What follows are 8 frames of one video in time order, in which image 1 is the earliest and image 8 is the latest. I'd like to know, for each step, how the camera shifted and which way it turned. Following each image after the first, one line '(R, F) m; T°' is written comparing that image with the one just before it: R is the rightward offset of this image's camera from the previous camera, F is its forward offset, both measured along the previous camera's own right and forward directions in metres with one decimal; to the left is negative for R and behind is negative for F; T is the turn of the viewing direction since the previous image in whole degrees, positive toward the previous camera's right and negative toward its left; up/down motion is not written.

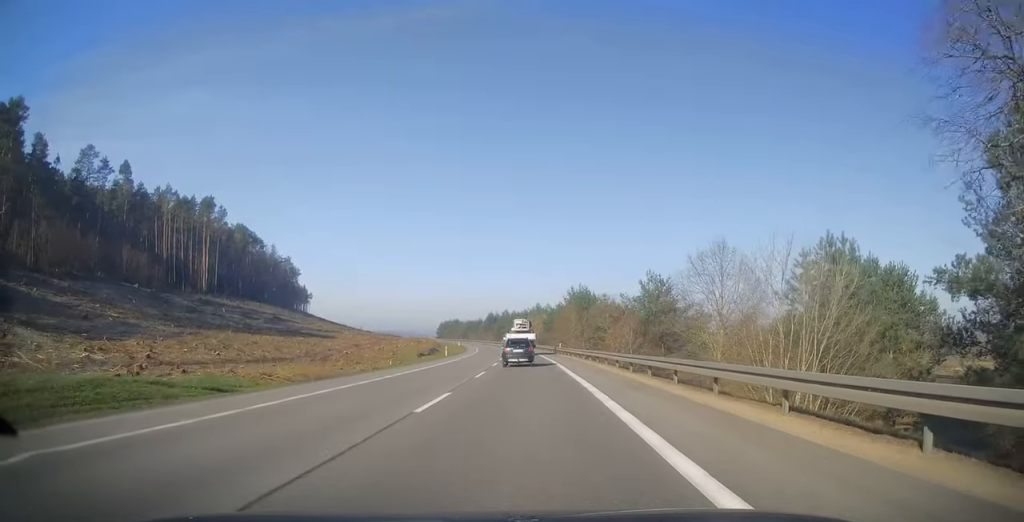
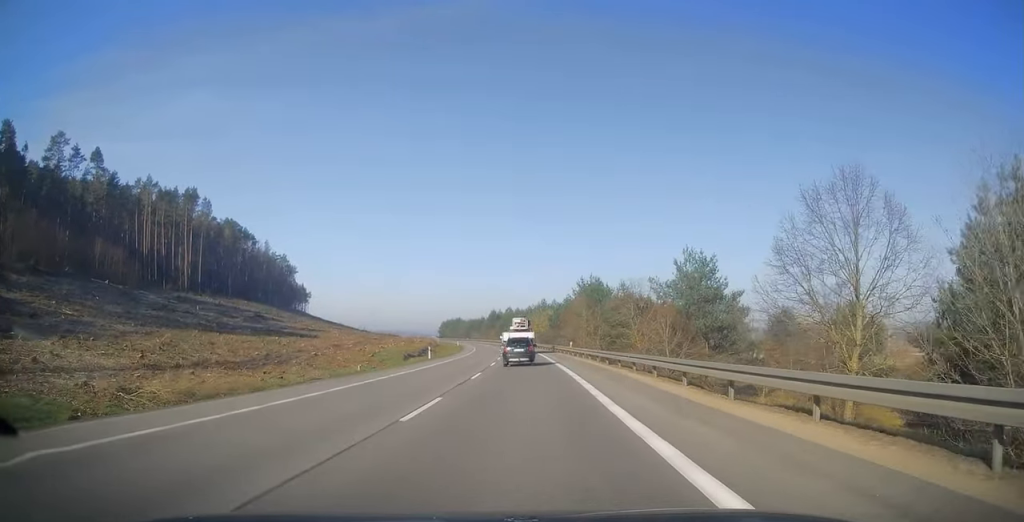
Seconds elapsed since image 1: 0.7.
(-0.3, +13.2) m; 0°
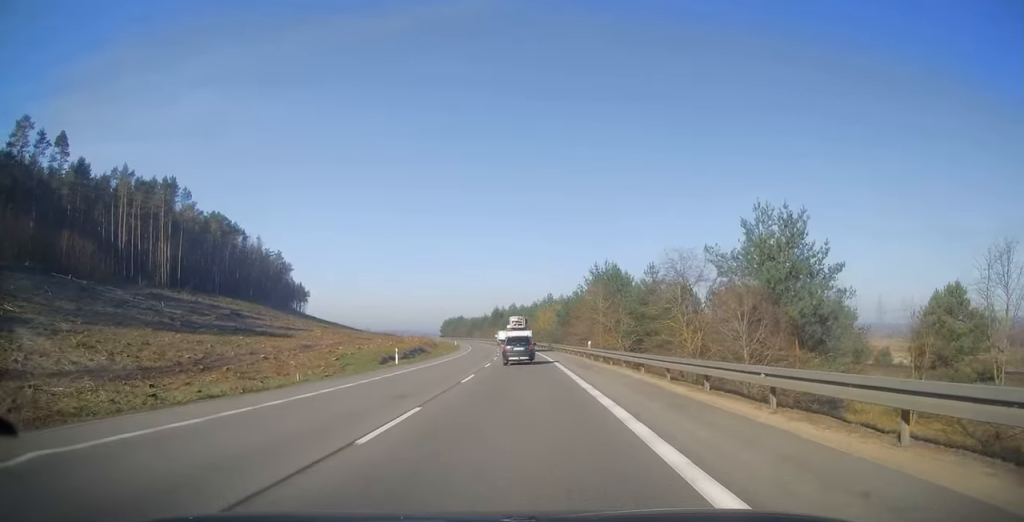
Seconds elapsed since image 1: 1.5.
(+0.3, +14.4) m; 0°
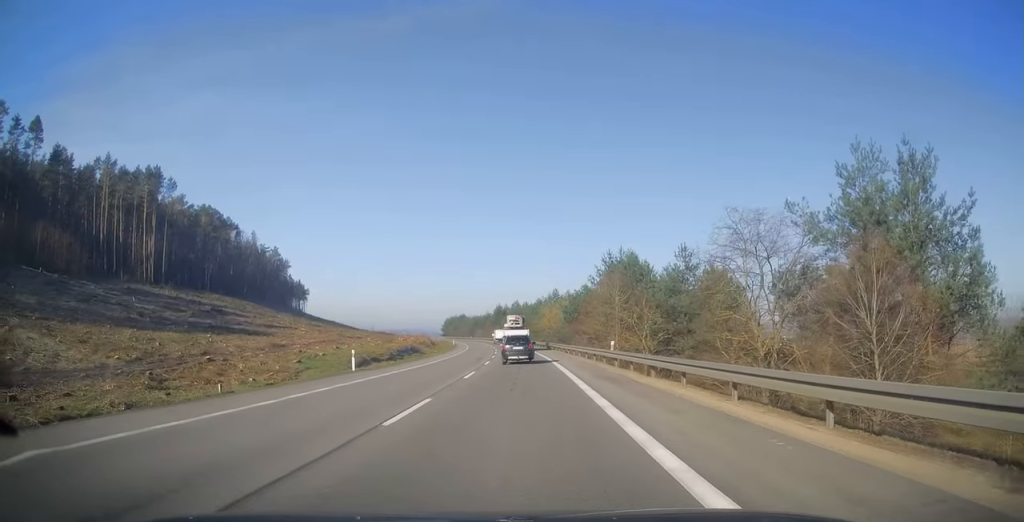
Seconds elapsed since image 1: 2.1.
(-0.1, +10.3) m; -1°
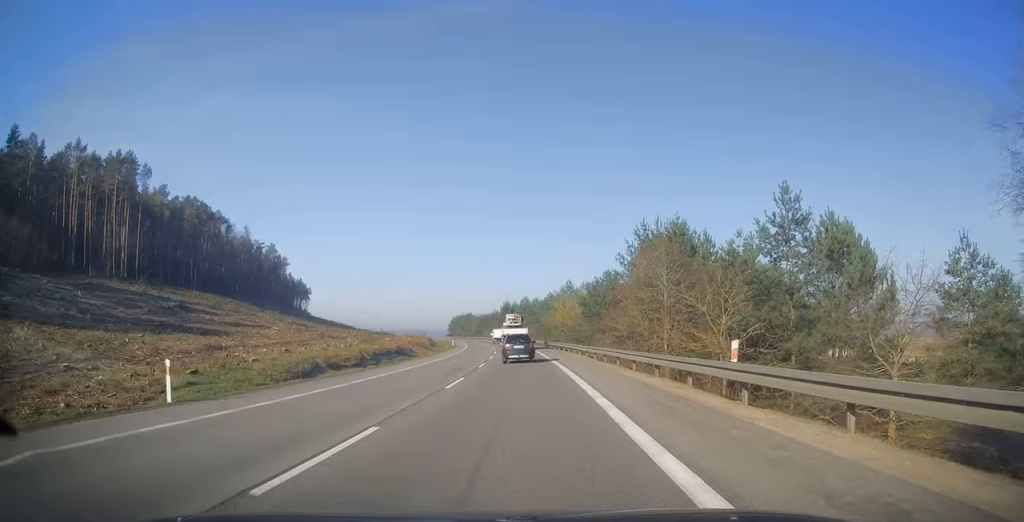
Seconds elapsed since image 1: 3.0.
(-0.3, +16.7) m; -2°
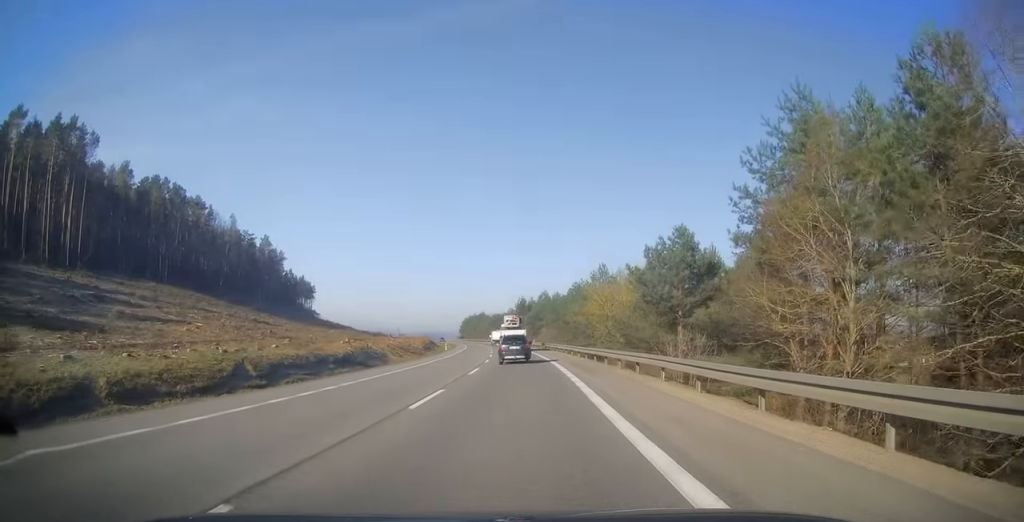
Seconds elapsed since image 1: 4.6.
(-0.5, +28.9) m; -1°
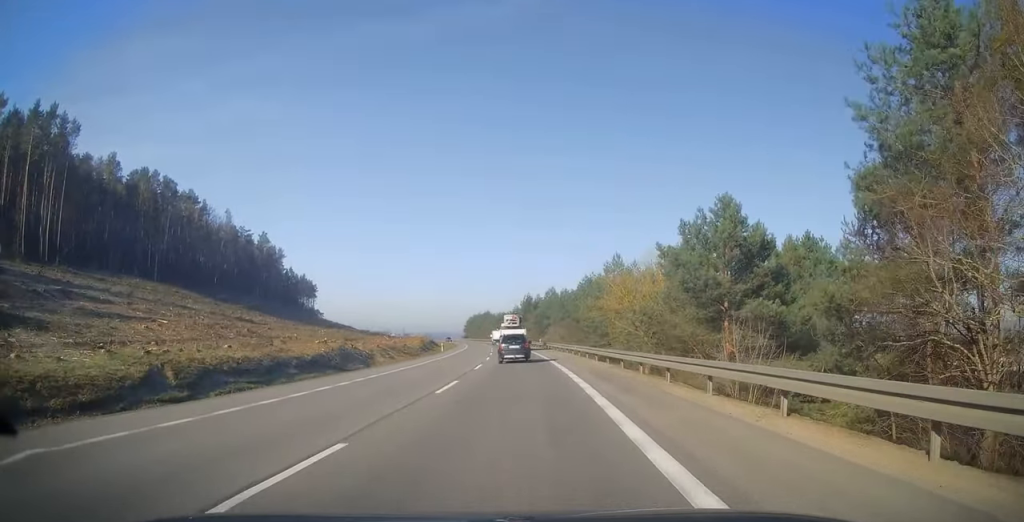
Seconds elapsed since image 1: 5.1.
(0.0, +8.8) m; -1°
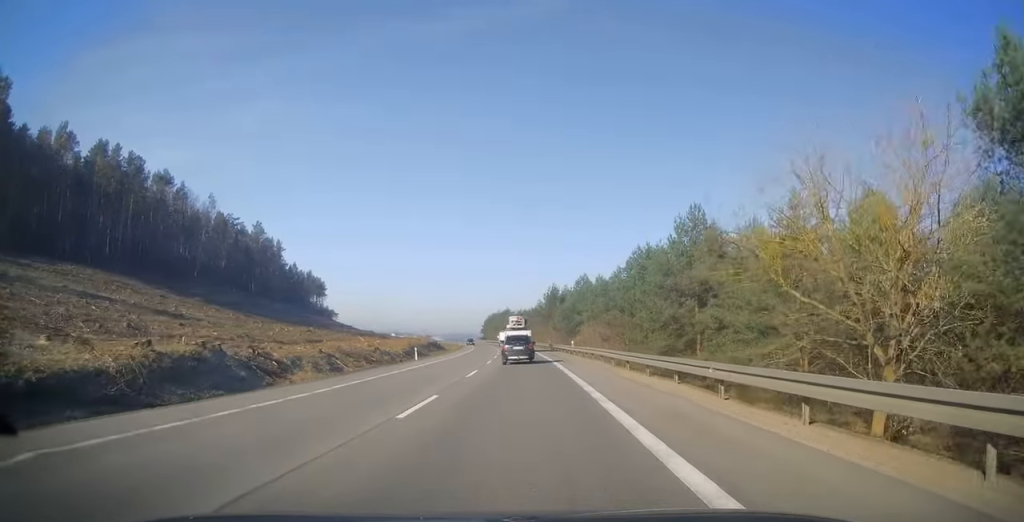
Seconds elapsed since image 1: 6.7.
(-0.6, +28.6) m; -3°
